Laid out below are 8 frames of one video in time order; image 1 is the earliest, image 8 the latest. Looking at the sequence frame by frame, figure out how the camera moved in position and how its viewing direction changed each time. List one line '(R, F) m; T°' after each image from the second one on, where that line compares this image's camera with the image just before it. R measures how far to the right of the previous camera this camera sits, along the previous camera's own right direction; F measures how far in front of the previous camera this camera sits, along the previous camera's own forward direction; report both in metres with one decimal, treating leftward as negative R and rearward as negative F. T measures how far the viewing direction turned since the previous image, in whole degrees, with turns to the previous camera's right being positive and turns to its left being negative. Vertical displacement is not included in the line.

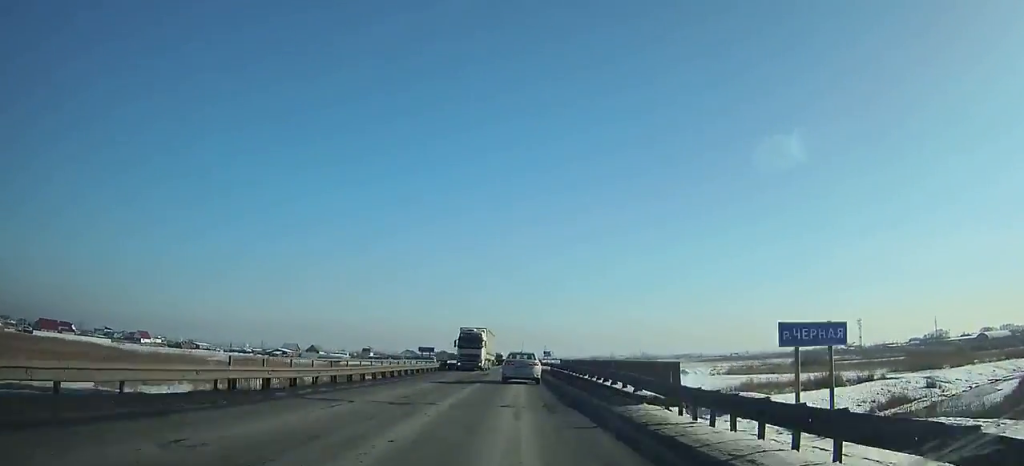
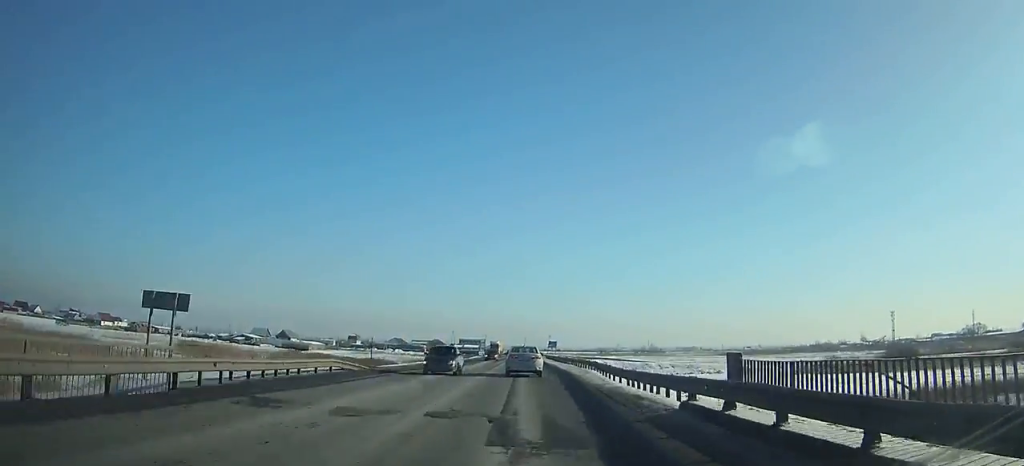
(0.0, +48.4) m; 0°
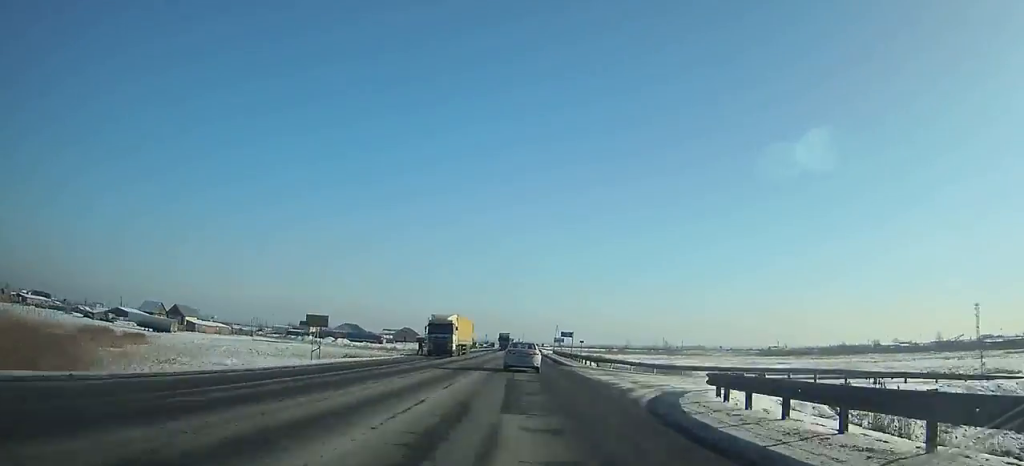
(+0.1, +100.1) m; 0°
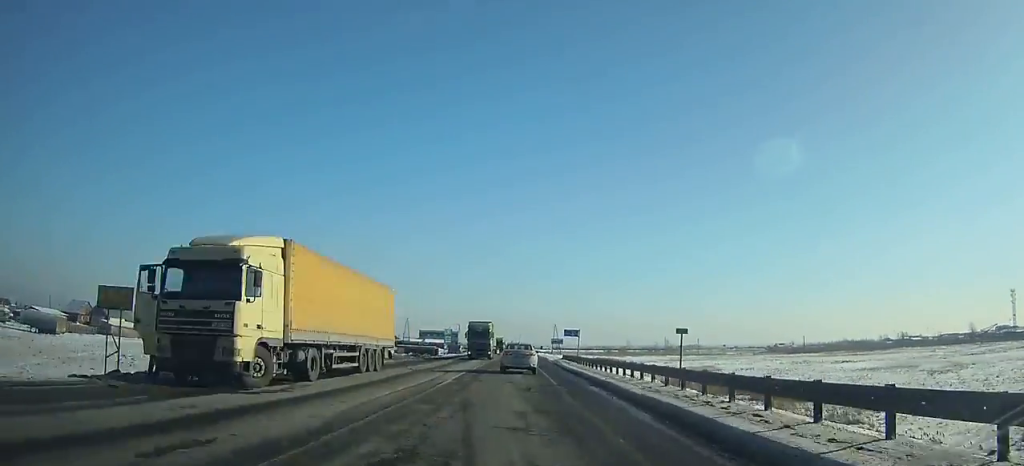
(+0.2, +40.3) m; 0°
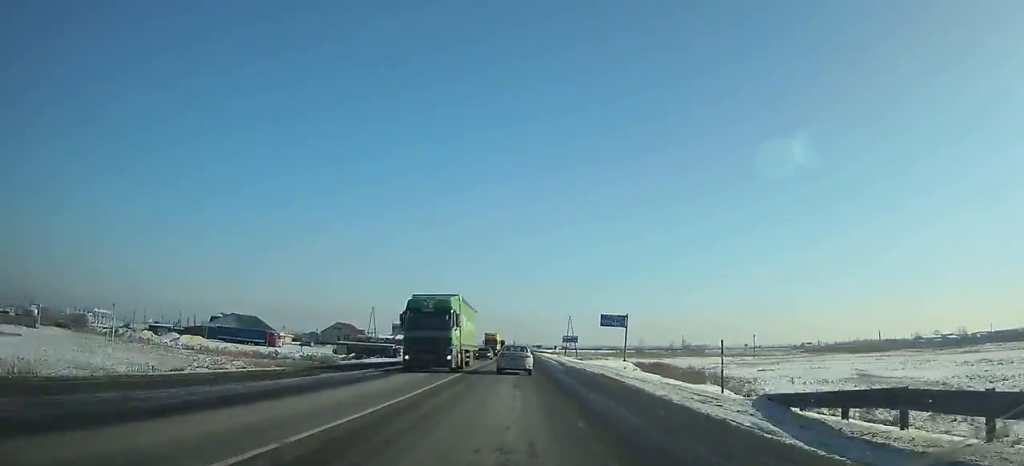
(-0.2, +67.4) m; 0°
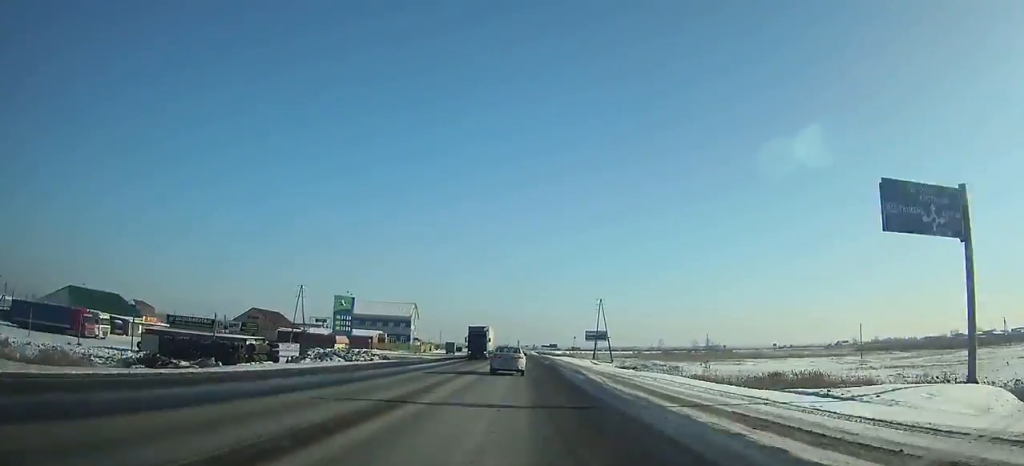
(-0.2, +69.1) m; 0°
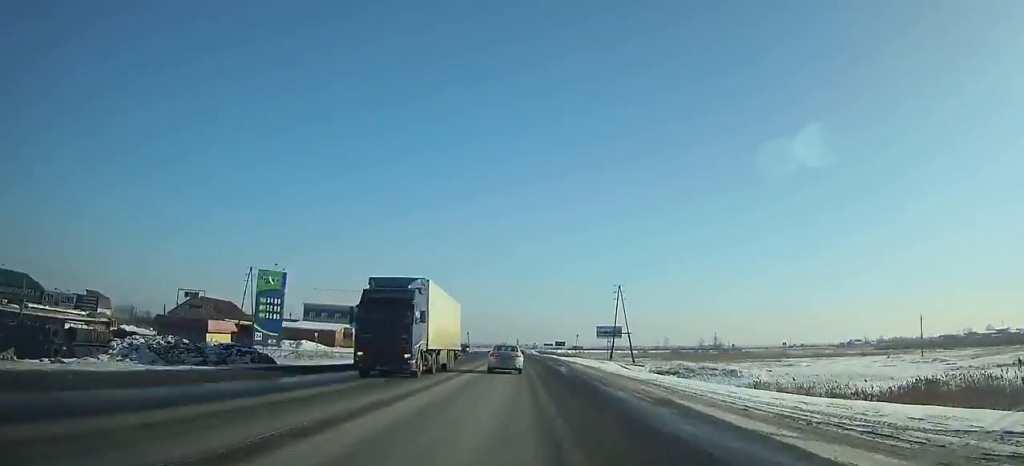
(0.0, +24.9) m; 0°
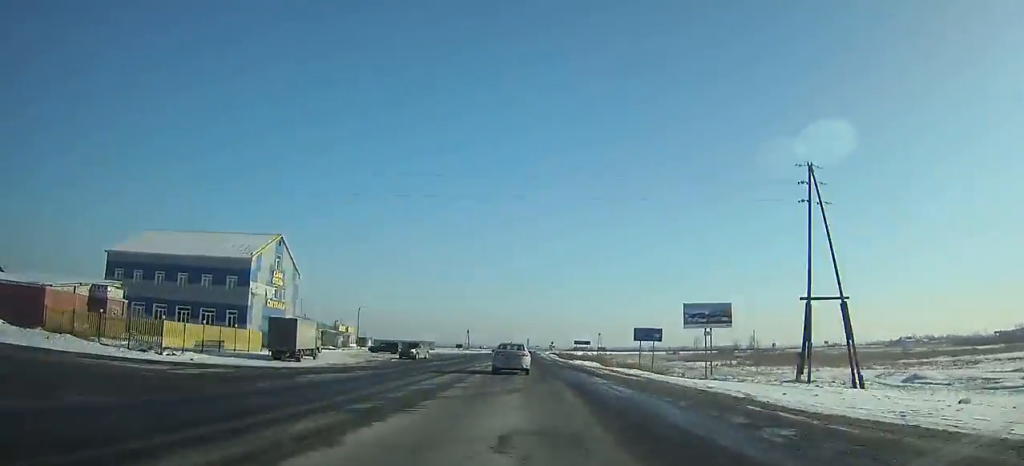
(-0.1, +67.2) m; -1°
